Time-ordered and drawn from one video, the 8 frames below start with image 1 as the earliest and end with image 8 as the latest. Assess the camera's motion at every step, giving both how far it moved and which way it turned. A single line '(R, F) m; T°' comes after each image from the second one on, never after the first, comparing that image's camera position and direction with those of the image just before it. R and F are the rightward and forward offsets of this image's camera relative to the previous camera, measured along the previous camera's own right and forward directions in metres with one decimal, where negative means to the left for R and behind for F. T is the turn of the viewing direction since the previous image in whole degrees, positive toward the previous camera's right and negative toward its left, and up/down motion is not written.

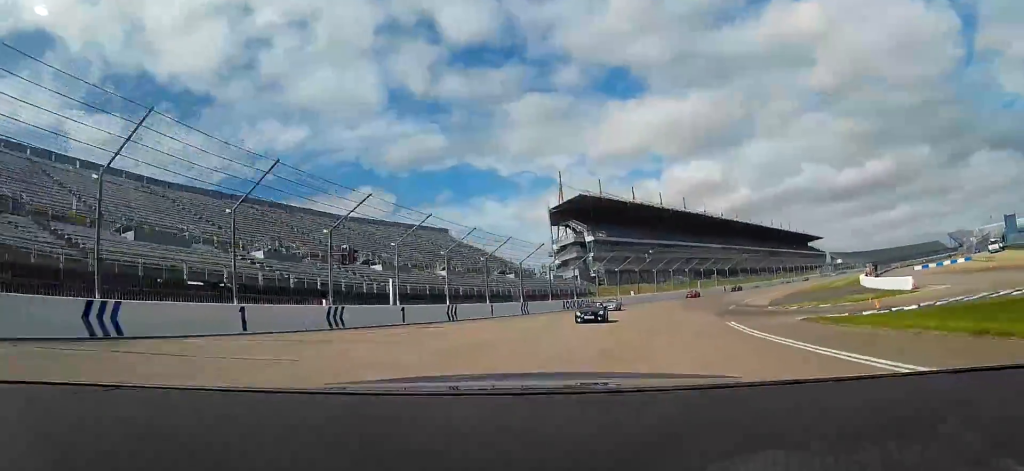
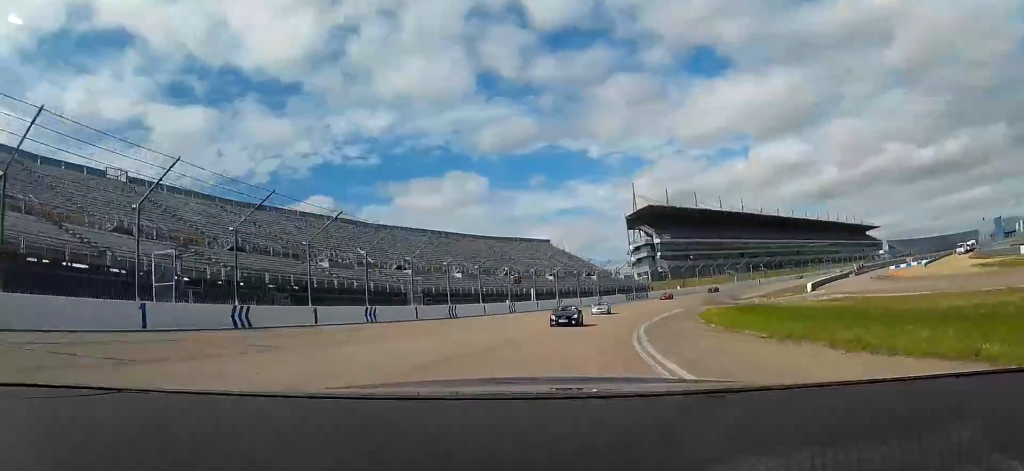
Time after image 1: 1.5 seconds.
(-2.8, +42.1) m; -7°
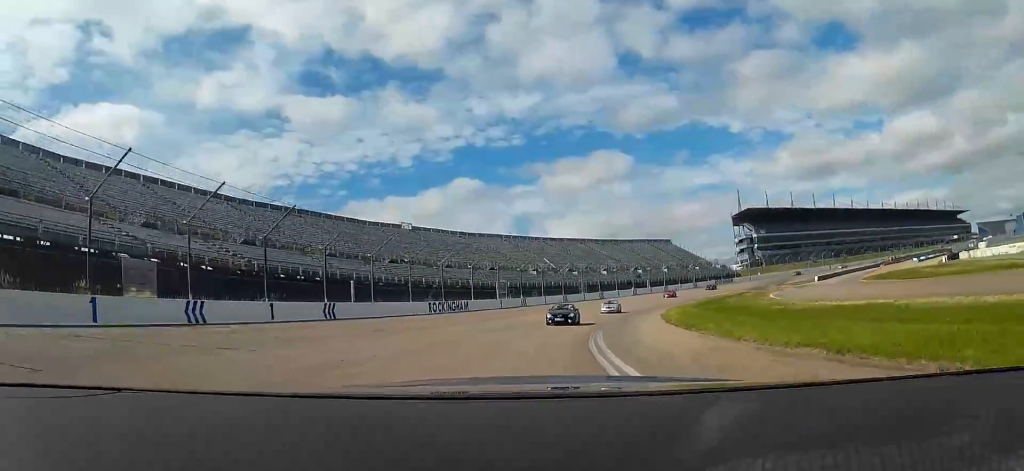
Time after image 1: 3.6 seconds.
(-5.1, +56.2) m; -11°
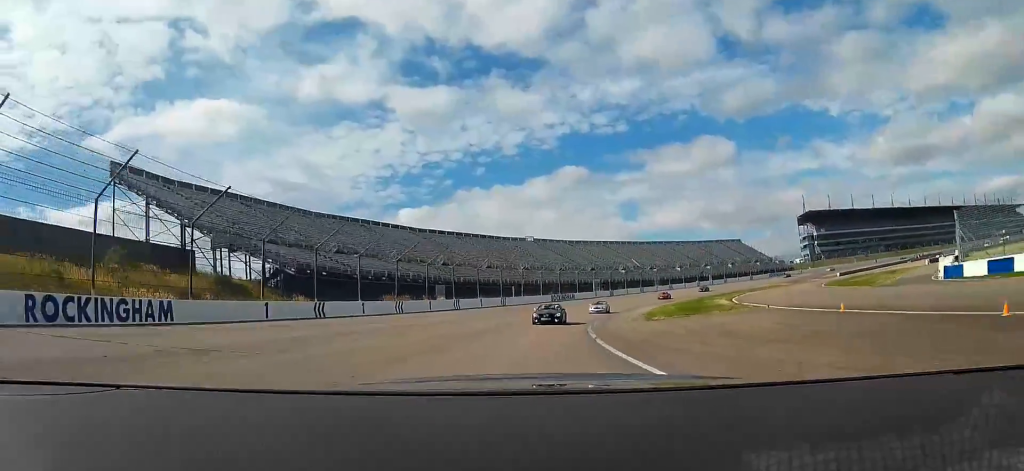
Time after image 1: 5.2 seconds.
(-3.2, +42.9) m; -11°
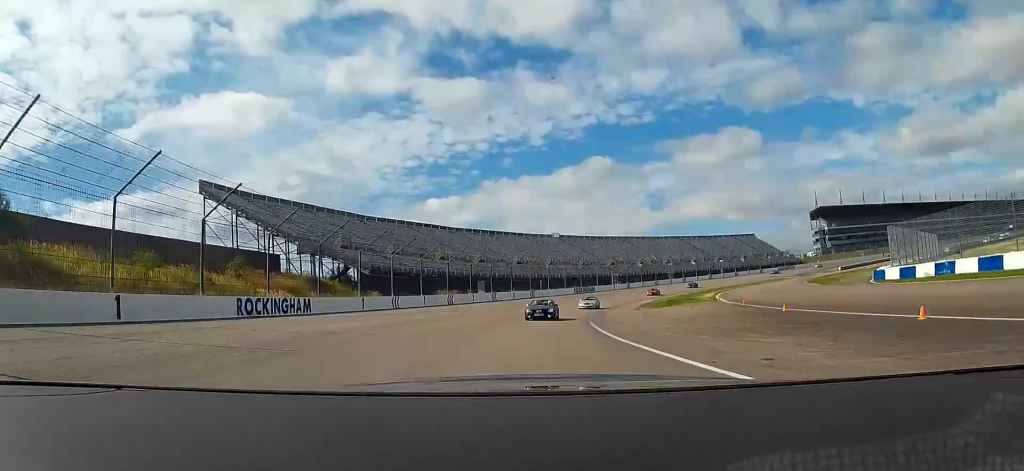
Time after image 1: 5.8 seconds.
(-1.2, +15.0) m; -4°
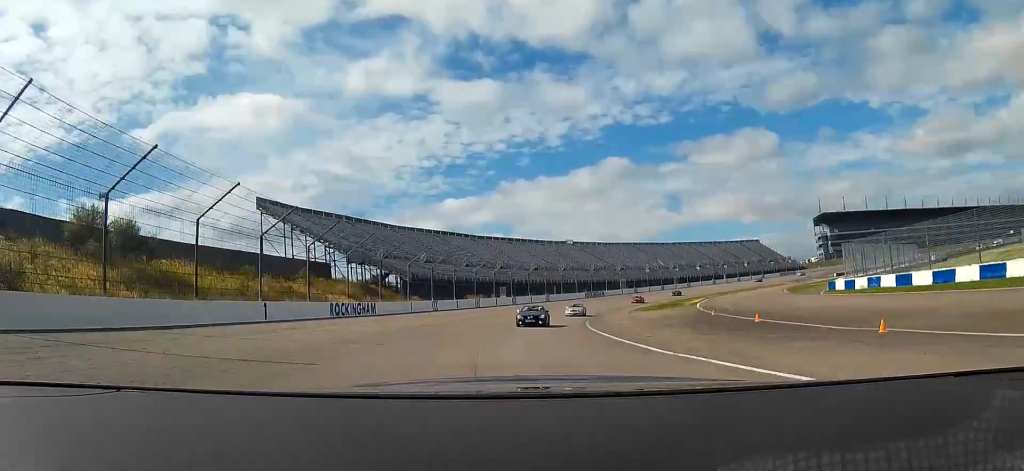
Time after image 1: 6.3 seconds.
(-0.4, +13.3) m; -4°
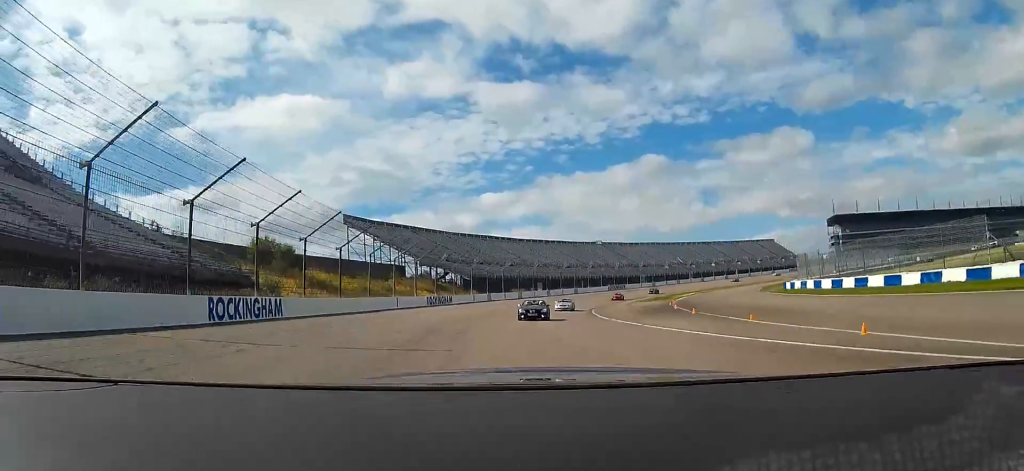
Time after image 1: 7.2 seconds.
(-0.8, +25.3) m; -7°
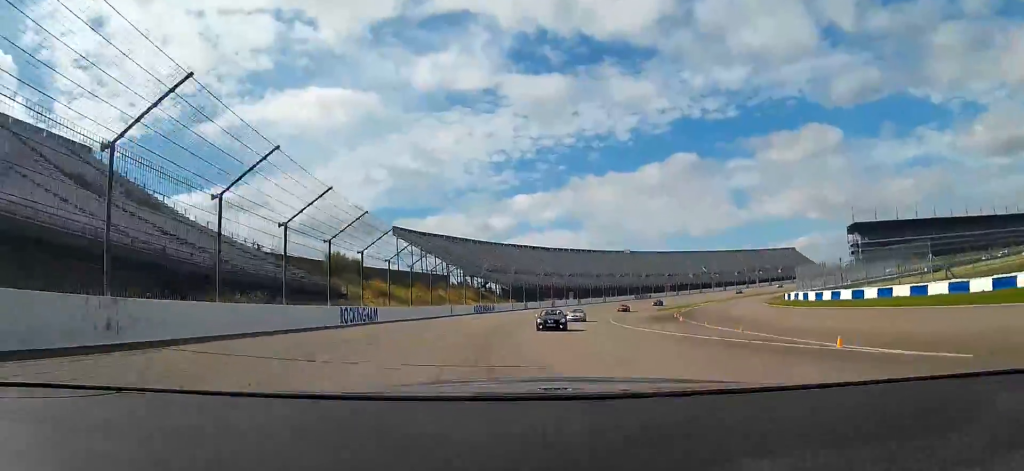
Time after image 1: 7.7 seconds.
(-1.1, +13.7) m; -5°
